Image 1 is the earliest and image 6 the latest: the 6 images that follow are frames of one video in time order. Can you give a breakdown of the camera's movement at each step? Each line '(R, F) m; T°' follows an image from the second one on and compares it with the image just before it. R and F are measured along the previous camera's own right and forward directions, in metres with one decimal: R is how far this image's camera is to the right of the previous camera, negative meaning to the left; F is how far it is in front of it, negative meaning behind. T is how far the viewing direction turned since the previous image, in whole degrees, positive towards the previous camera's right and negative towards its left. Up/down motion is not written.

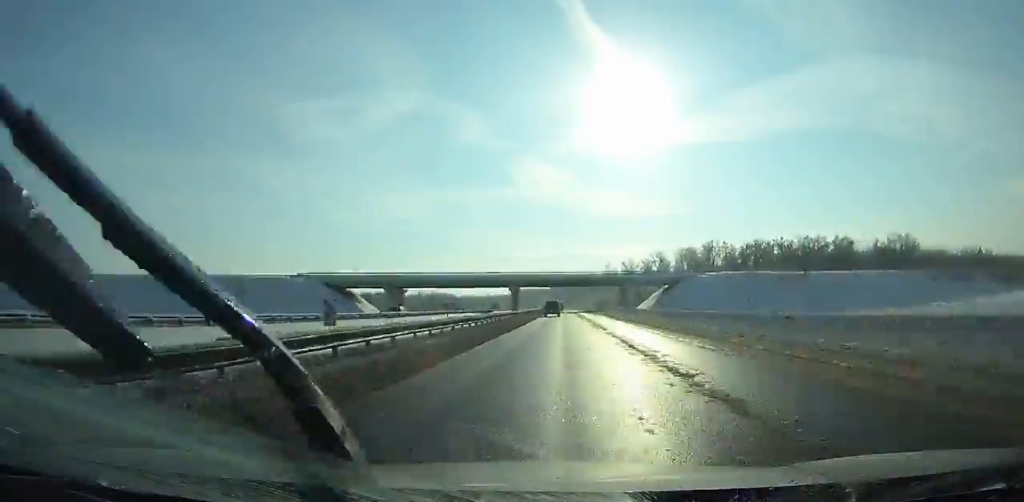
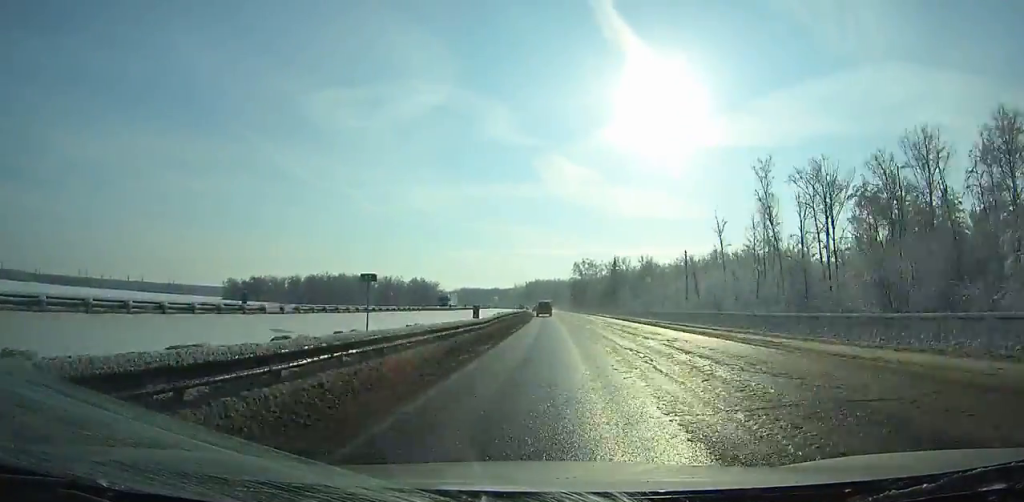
(-3.7, +186.0) m; -3°
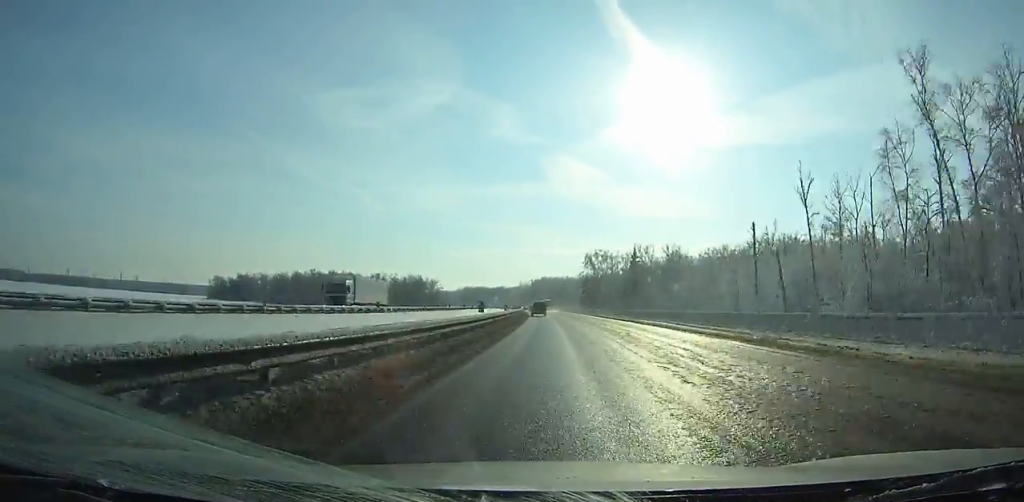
(-0.7, +37.0) m; -1°
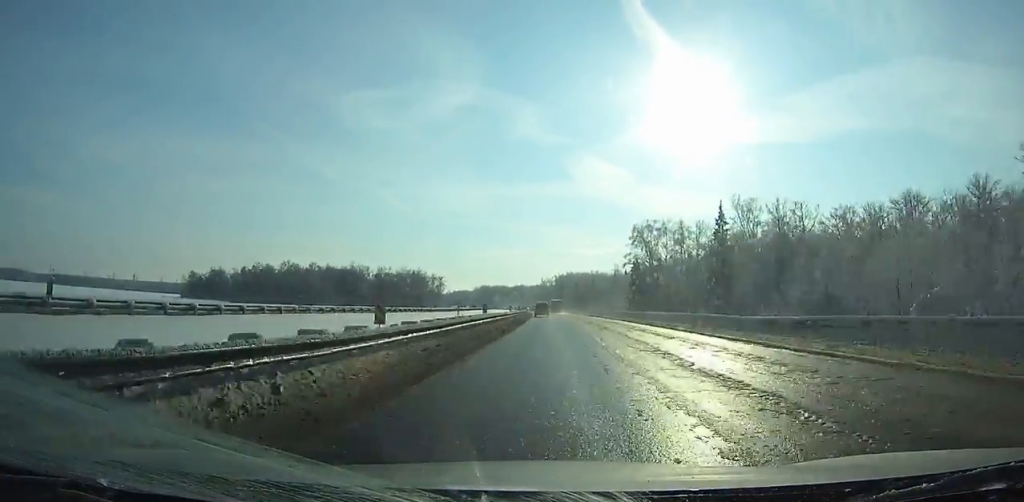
(-1.4, +73.2) m; -2°
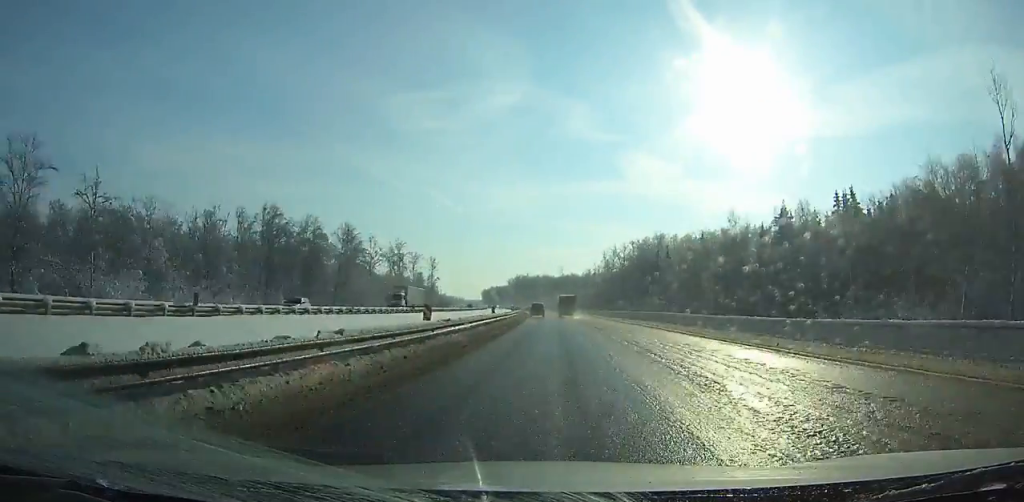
(-8.7, +193.1) m; -6°
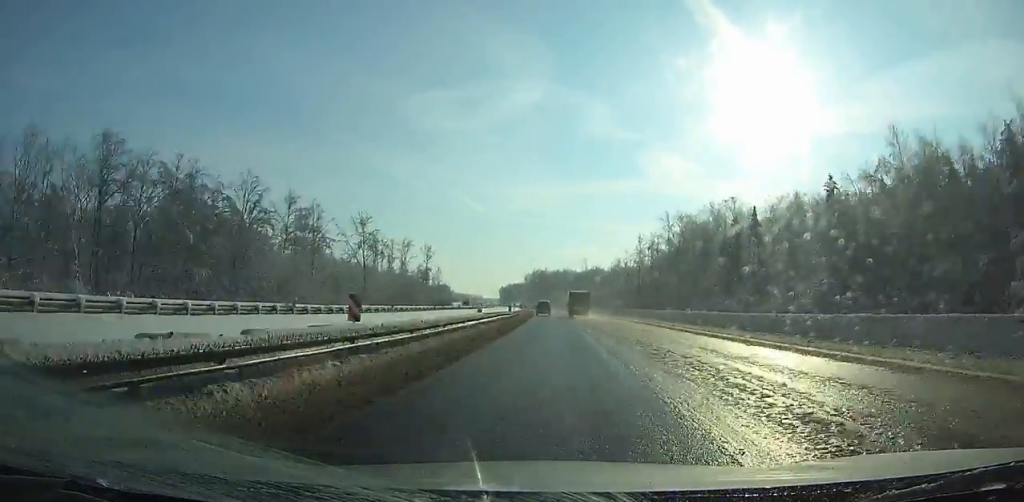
(-1.4, +49.9) m; -2°
